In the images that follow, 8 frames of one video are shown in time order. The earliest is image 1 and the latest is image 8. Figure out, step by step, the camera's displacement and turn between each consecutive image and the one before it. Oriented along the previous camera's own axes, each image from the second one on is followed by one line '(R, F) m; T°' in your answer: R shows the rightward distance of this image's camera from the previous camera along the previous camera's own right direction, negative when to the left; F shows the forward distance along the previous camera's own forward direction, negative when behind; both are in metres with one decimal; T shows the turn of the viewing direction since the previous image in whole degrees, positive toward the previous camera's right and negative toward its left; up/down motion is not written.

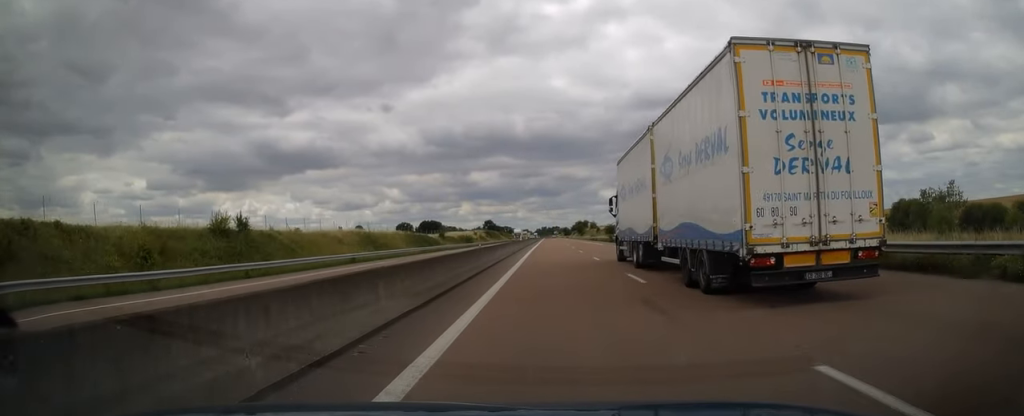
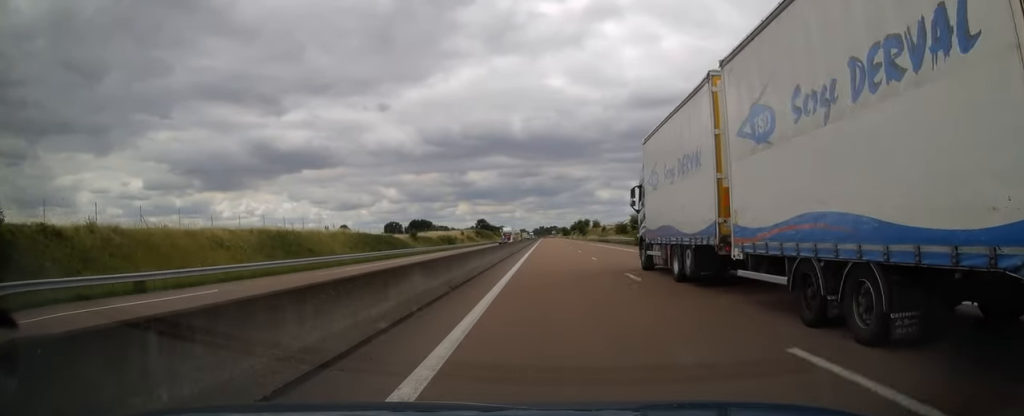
(+0.4, +24.6) m; 0°
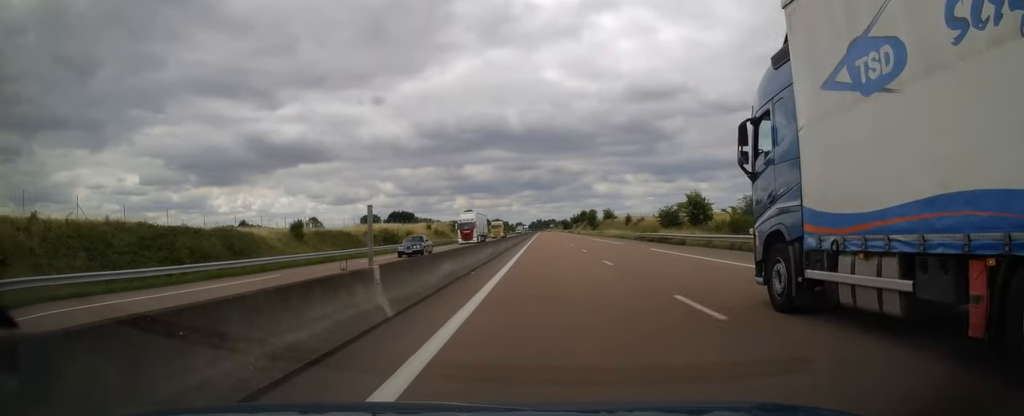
(-0.6, +46.1) m; -1°
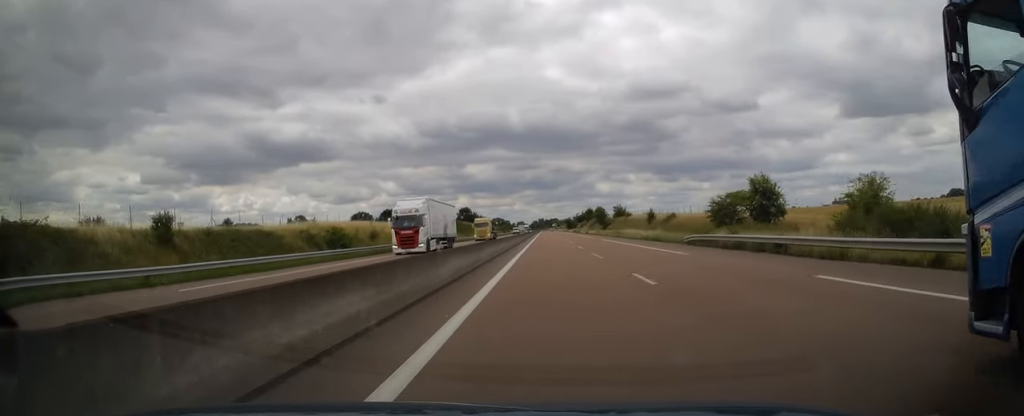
(-0.1, +20.5) m; 0°
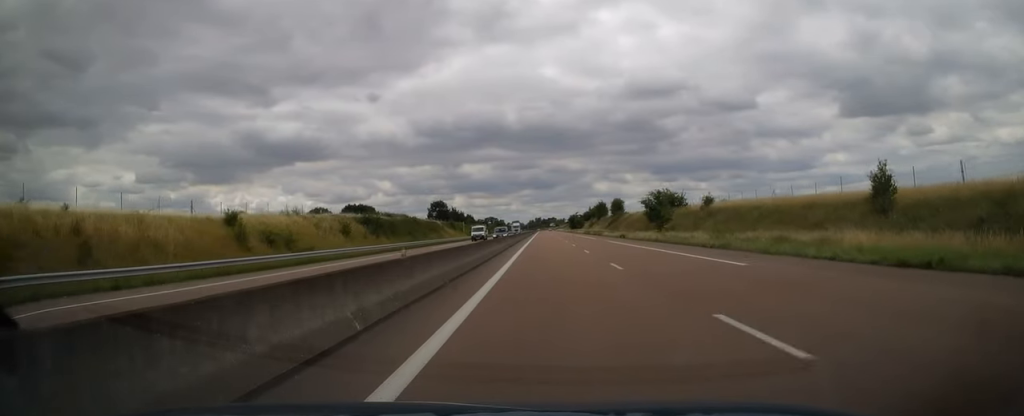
(+0.4, +60.5) m; +1°
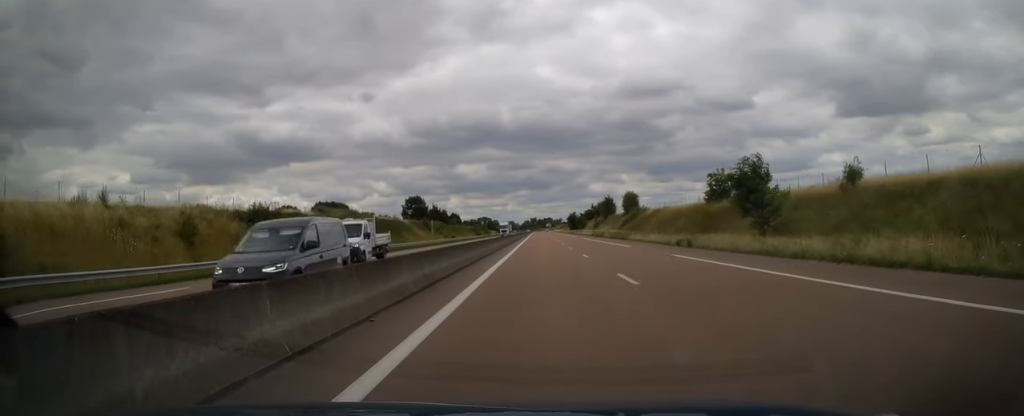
(+0.2, +31.0) m; 0°
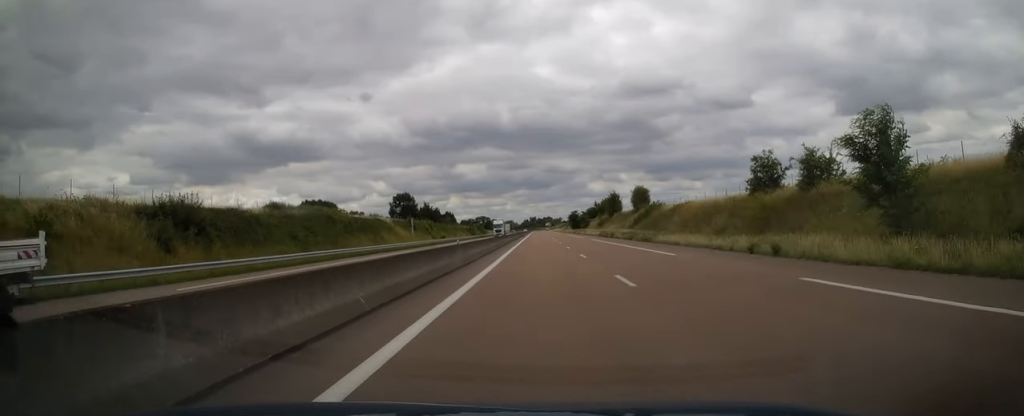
(0.0, +13.3) m; 0°
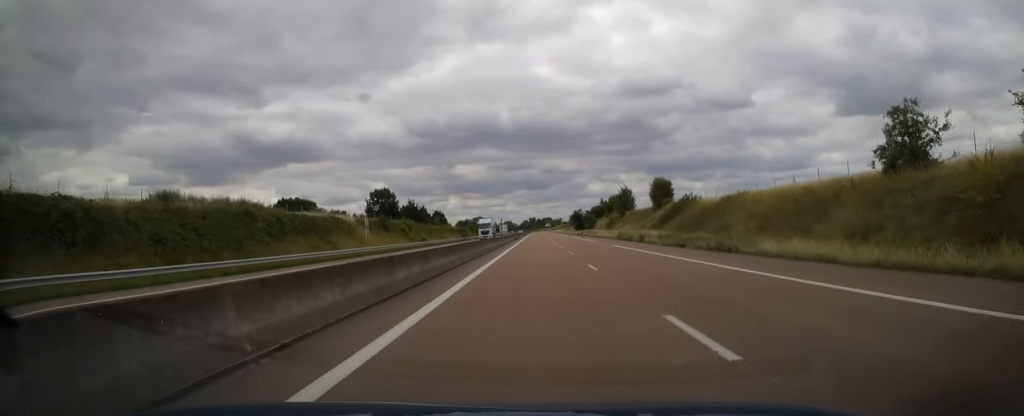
(0.0, +20.3) m; 0°
